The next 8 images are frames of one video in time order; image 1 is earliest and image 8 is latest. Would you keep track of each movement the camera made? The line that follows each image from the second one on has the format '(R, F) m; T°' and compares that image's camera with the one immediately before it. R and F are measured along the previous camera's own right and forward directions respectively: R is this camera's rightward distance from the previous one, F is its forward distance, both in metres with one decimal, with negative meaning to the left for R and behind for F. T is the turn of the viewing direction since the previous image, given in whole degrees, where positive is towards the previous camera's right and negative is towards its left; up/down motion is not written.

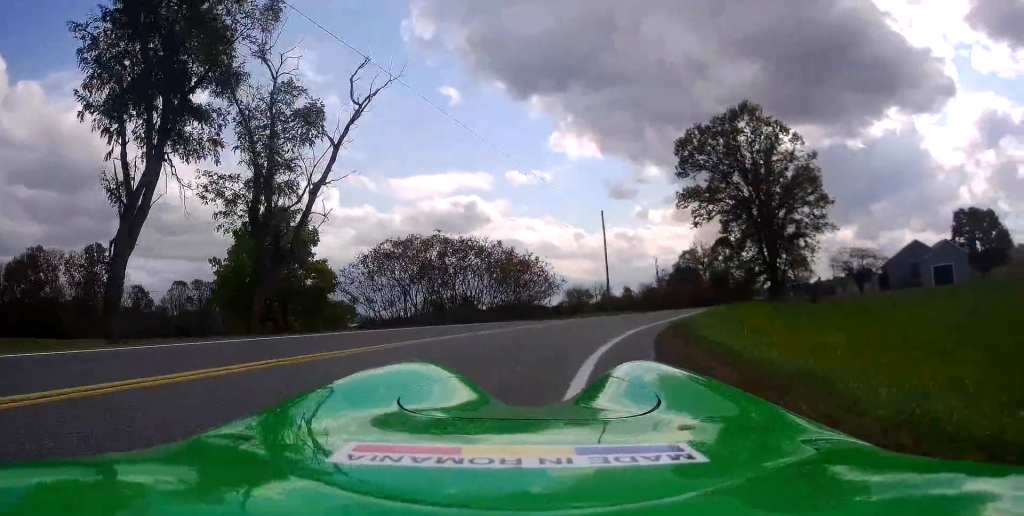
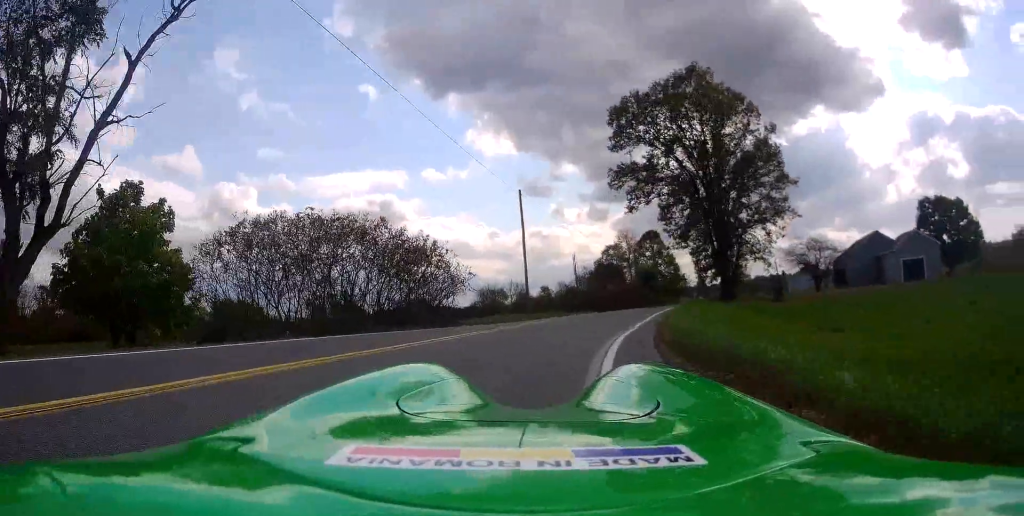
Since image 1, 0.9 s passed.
(+1.2, +9.0) m; +10°
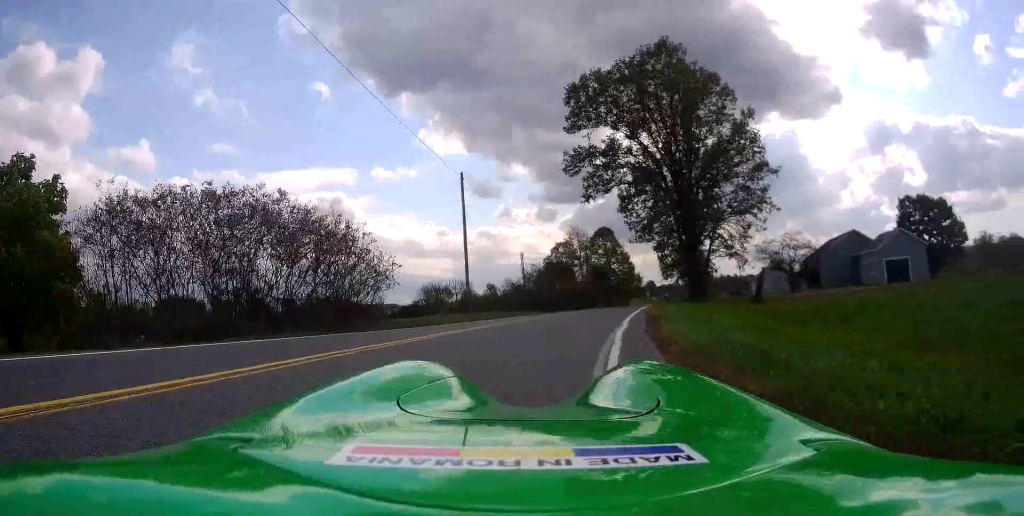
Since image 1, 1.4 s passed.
(+0.3, +5.5) m; +4°
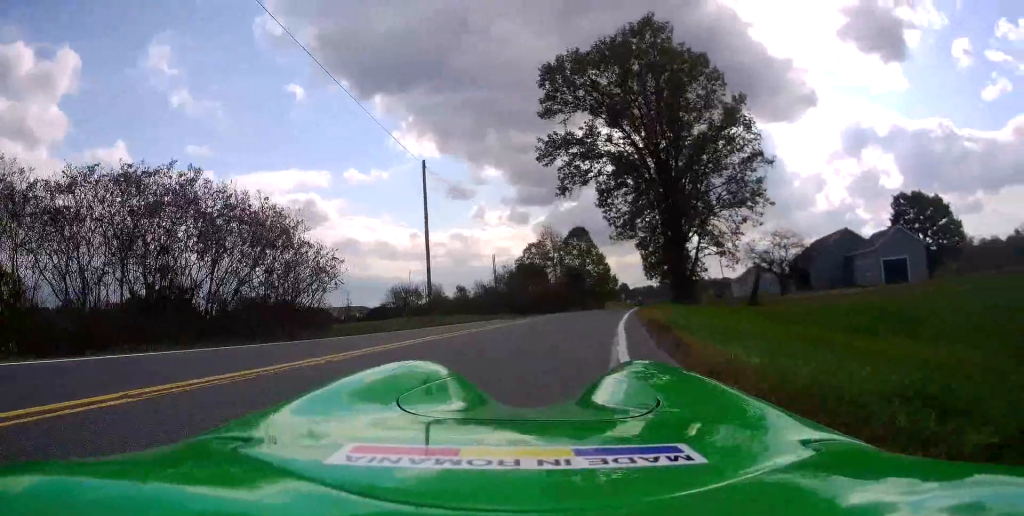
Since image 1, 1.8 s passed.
(+0.1, +4.2) m; +2°
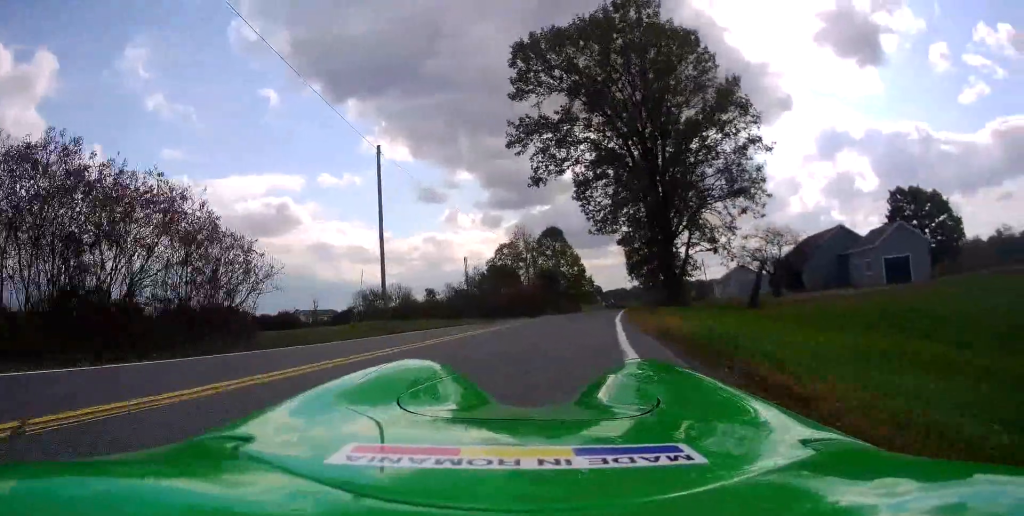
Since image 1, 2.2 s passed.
(+0.1, +4.2) m; +2°
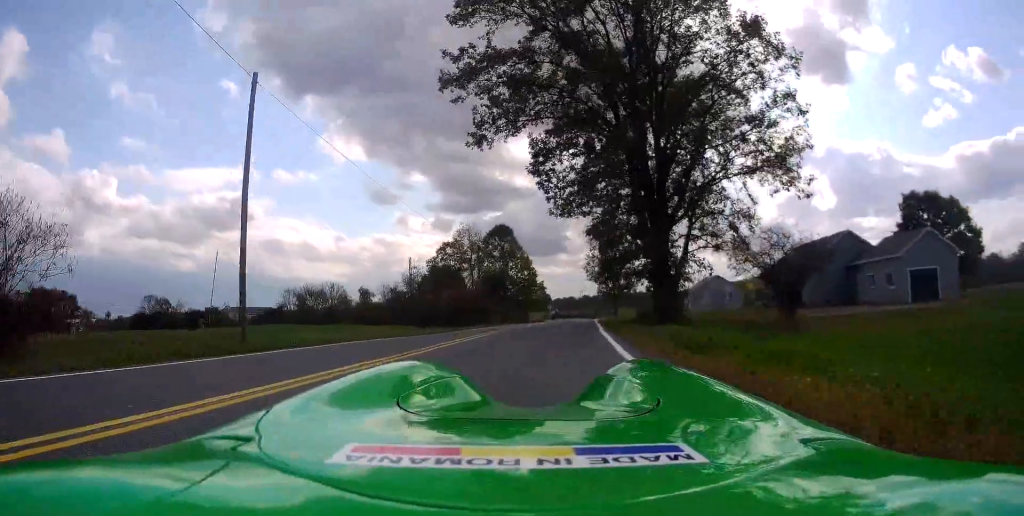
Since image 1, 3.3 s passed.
(+0.5, +10.2) m; +8°
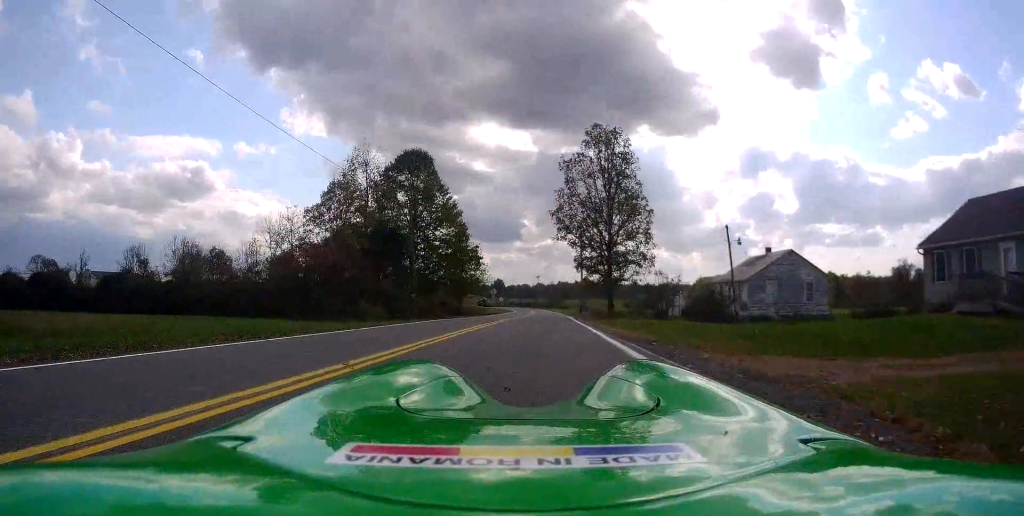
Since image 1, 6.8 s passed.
(+5.3, +33.2) m; +14°
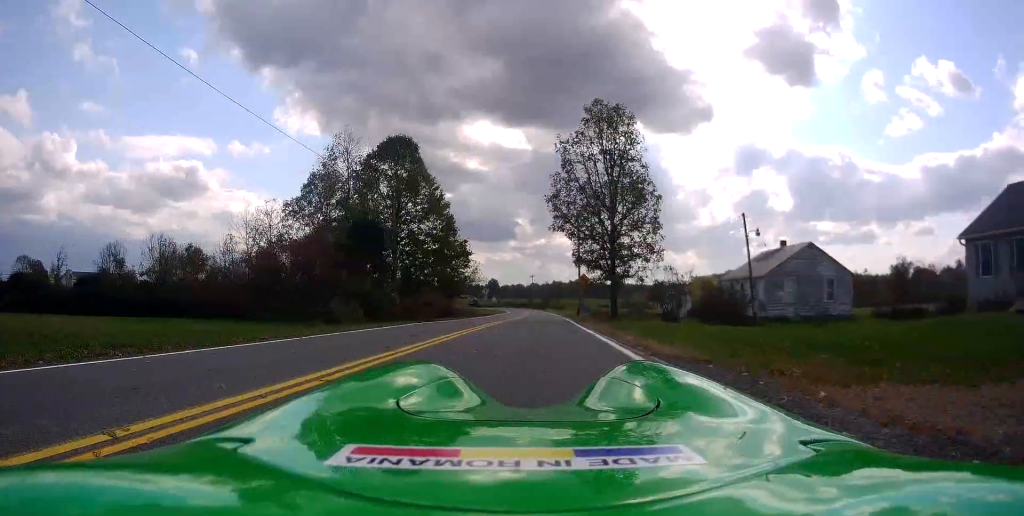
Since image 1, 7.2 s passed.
(+0.1, +4.0) m; +1°
